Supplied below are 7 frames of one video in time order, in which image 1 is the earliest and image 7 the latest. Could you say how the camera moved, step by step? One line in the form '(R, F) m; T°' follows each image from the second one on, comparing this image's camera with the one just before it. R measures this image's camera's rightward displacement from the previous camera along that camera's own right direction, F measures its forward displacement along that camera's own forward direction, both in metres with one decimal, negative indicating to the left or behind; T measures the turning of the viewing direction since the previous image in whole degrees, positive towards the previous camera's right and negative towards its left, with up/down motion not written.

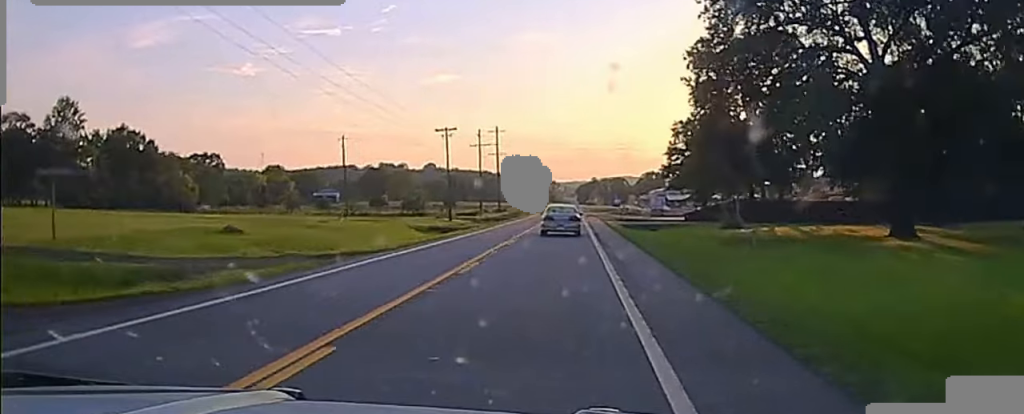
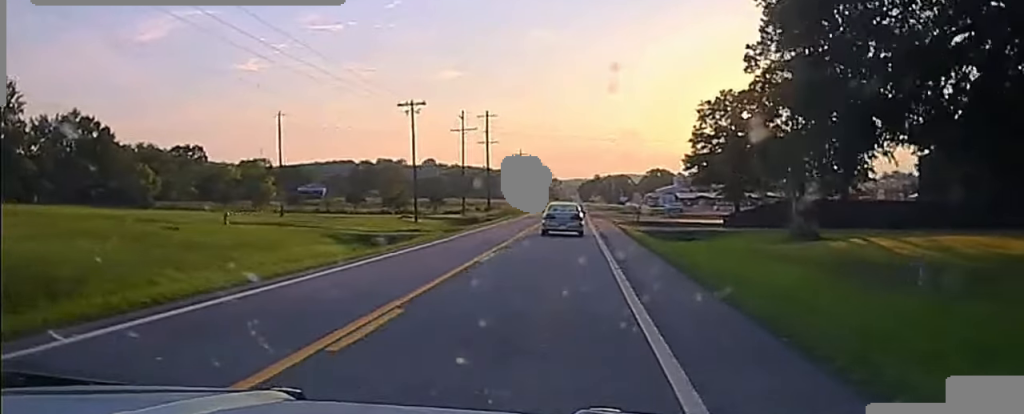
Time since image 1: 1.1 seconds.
(0.0, +21.0) m; 0°
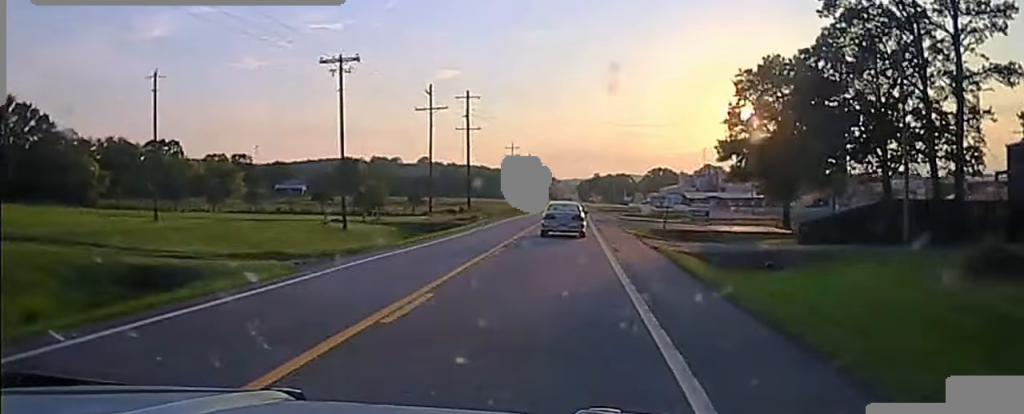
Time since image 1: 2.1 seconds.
(0.0, +20.8) m; 0°
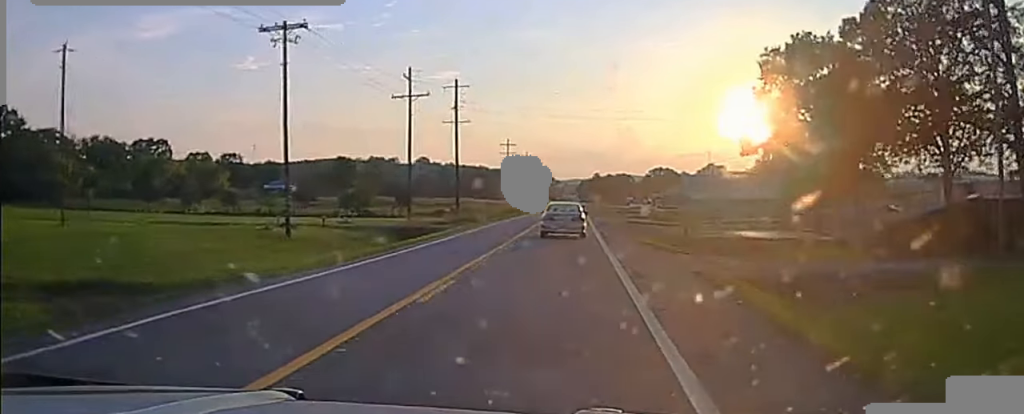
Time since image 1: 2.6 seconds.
(0.0, +10.4) m; 0°
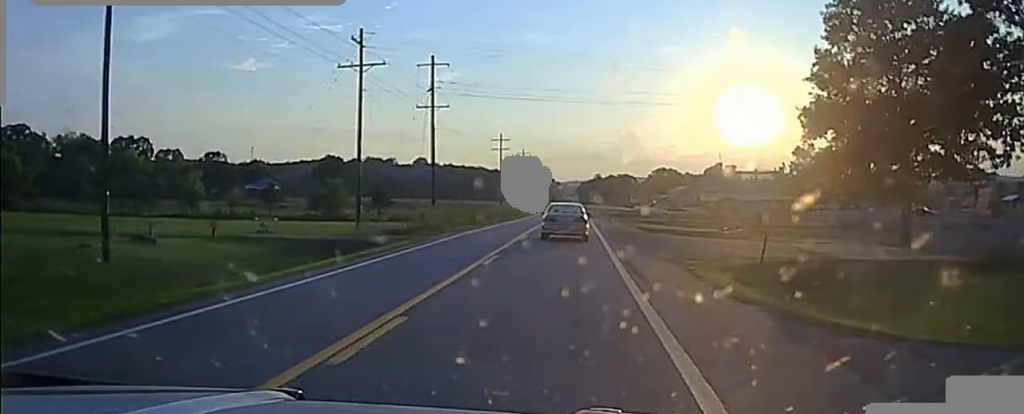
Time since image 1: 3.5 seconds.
(+0.1, +17.4) m; 0°
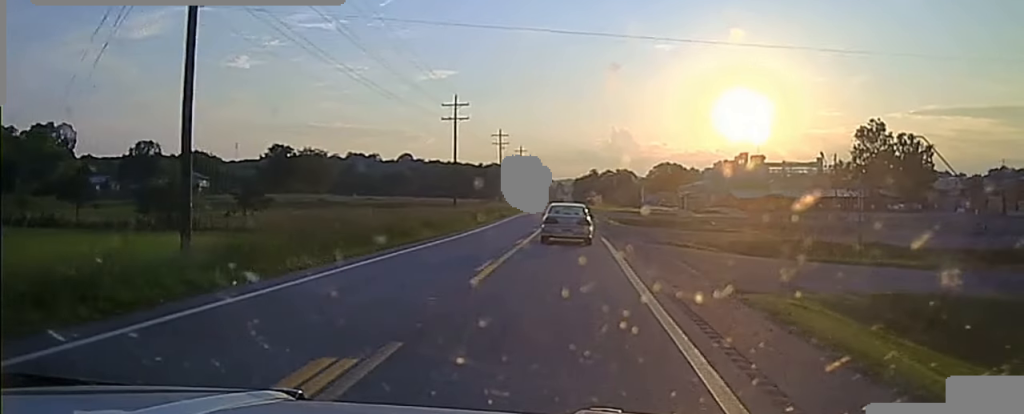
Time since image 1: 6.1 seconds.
(+0.2, +54.0) m; +1°
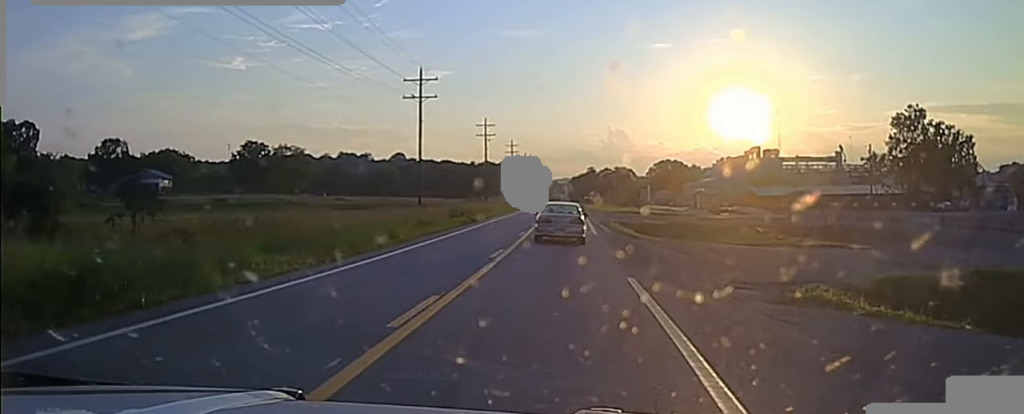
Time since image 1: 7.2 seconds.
(+0.1, +18.6) m; 0°
